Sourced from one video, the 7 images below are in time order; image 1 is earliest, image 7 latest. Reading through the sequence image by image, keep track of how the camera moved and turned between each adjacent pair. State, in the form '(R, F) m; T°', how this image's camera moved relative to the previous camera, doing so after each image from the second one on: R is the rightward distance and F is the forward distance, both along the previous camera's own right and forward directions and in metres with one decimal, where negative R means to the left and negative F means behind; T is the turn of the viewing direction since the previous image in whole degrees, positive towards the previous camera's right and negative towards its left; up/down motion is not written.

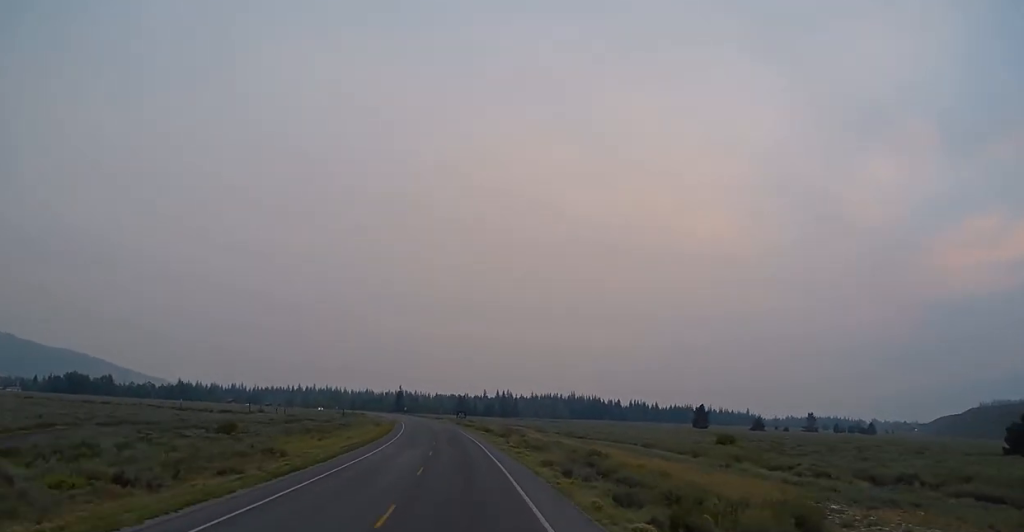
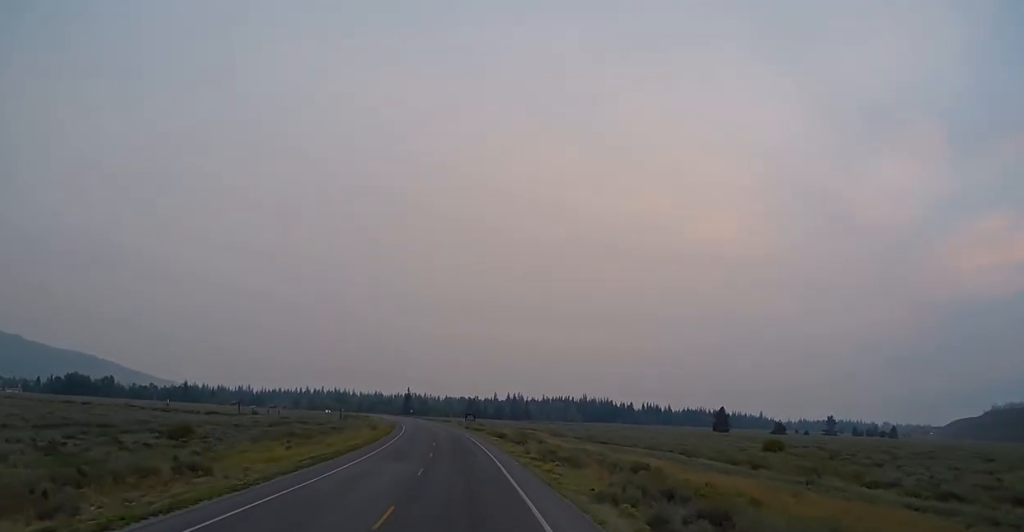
(-0.1, +12.6) m; -1°
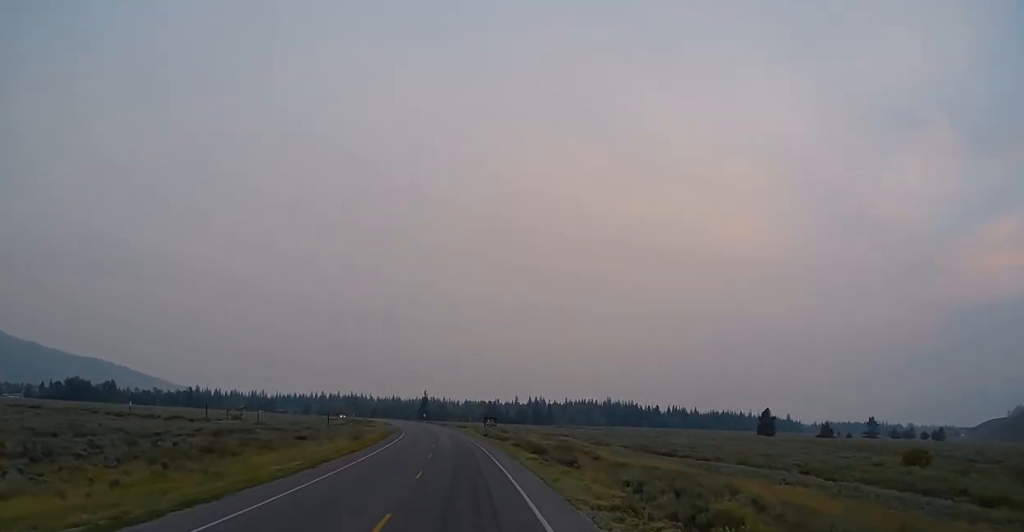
(-0.3, +25.1) m; -2°
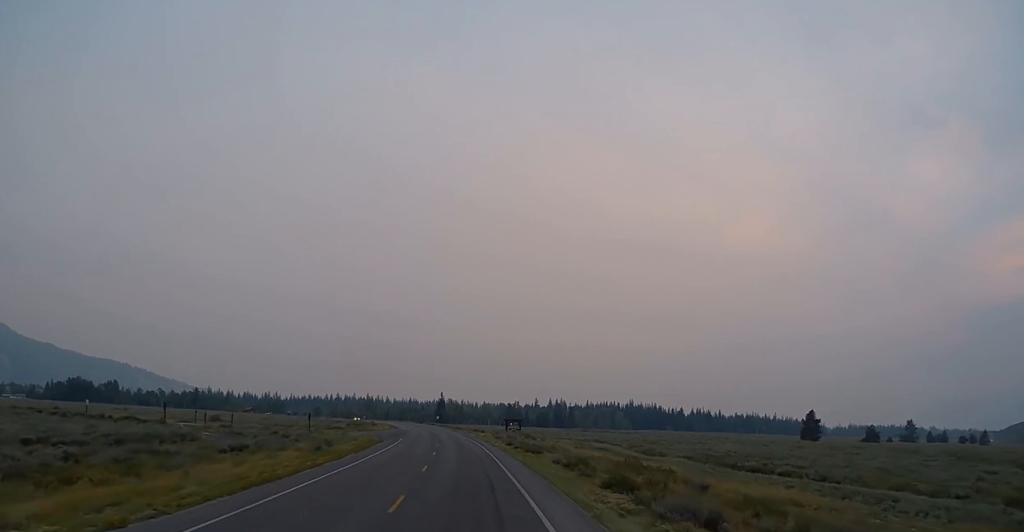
(-0.5, +20.8) m; -2°
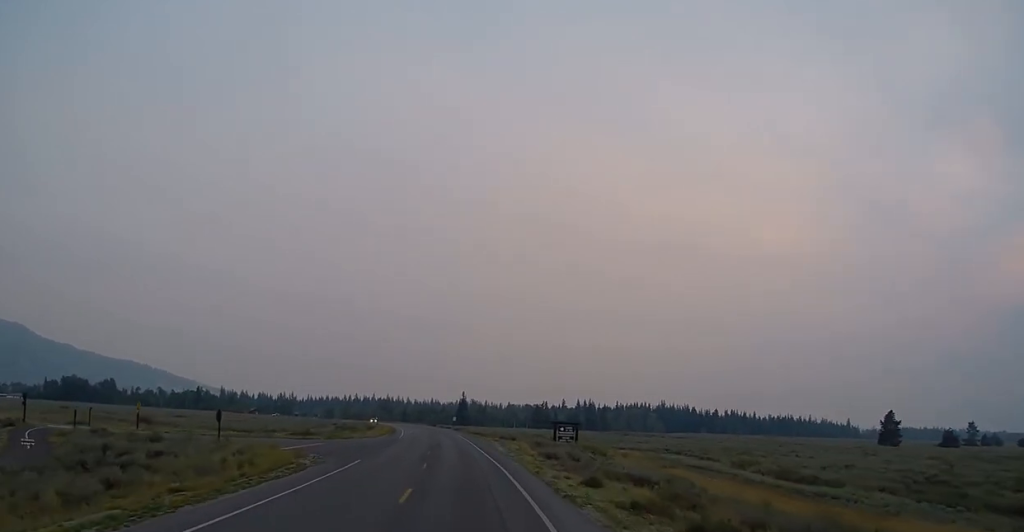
(-0.4, +34.9) m; -1°
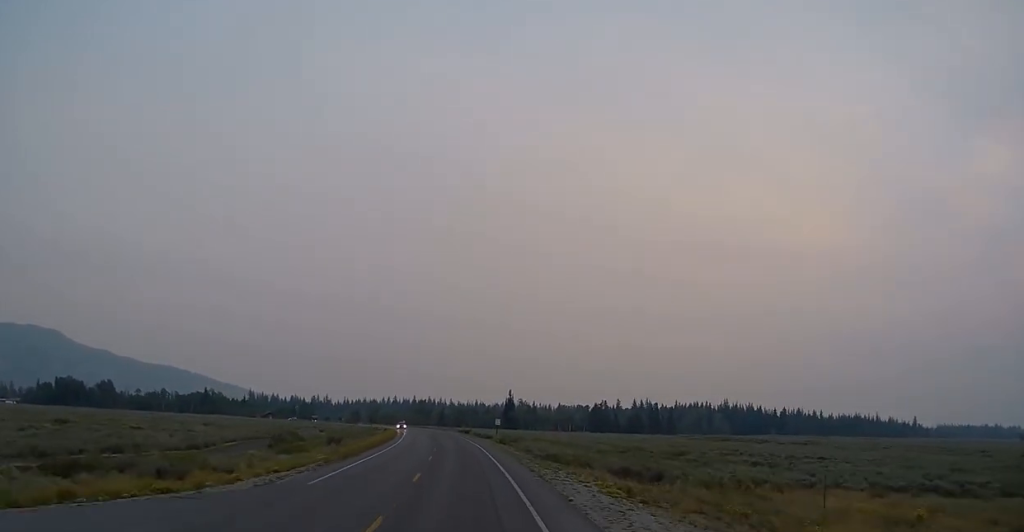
(-2.1, +56.0) m; -4°
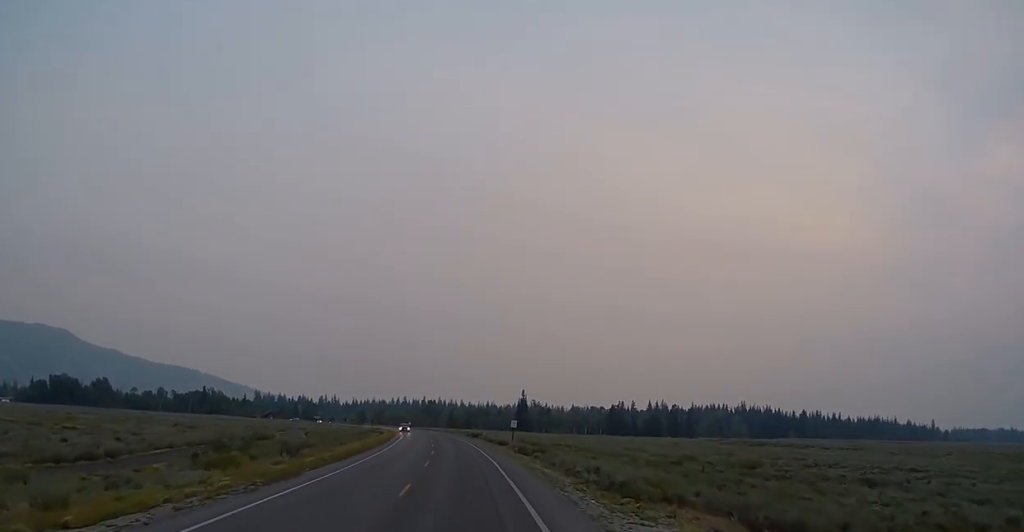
(+0.3, +16.0) m; -1°
